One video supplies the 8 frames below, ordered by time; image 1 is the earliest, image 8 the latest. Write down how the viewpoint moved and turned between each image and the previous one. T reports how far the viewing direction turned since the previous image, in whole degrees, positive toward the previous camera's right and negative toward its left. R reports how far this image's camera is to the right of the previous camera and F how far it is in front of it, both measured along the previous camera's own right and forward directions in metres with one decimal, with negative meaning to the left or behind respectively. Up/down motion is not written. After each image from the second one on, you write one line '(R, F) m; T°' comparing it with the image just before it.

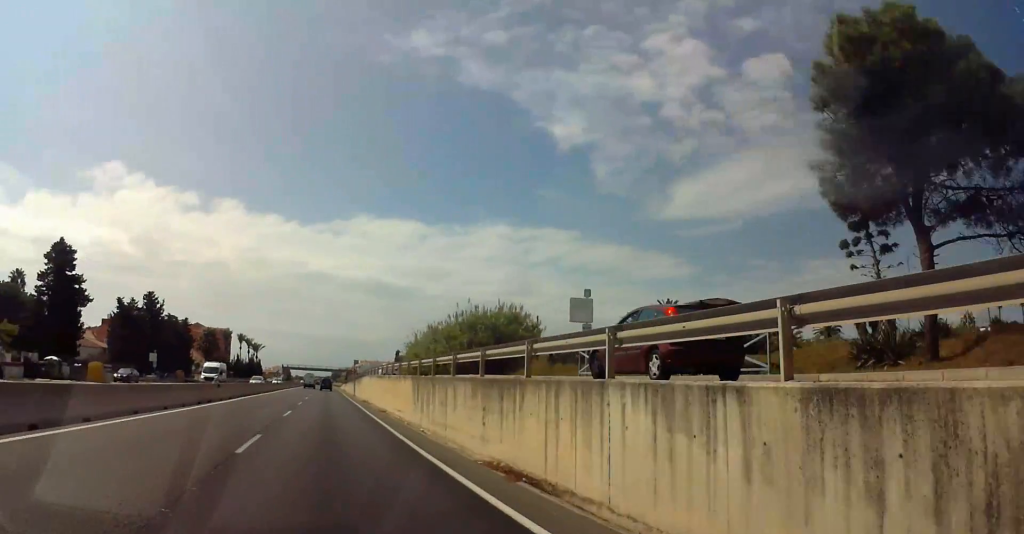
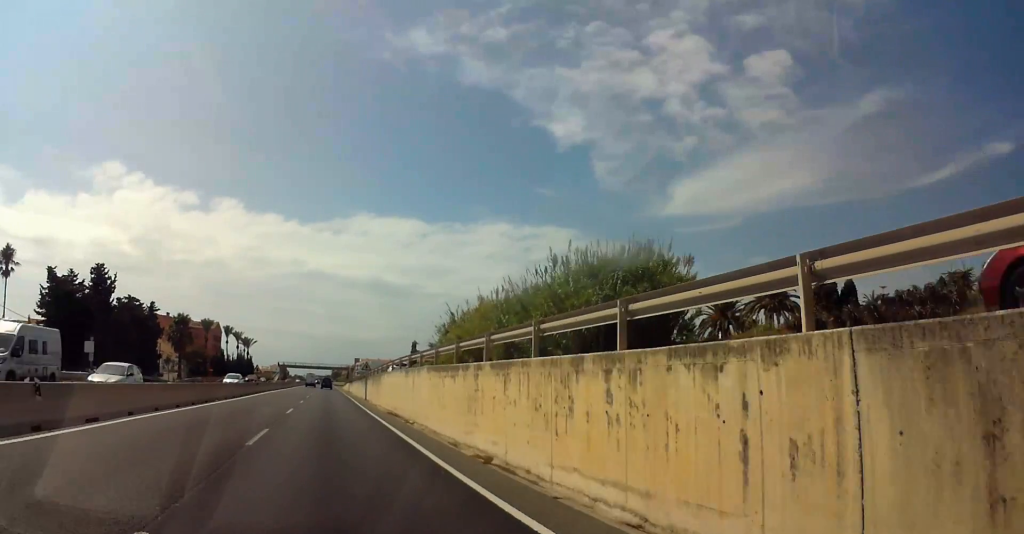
(0.0, +24.4) m; 0°
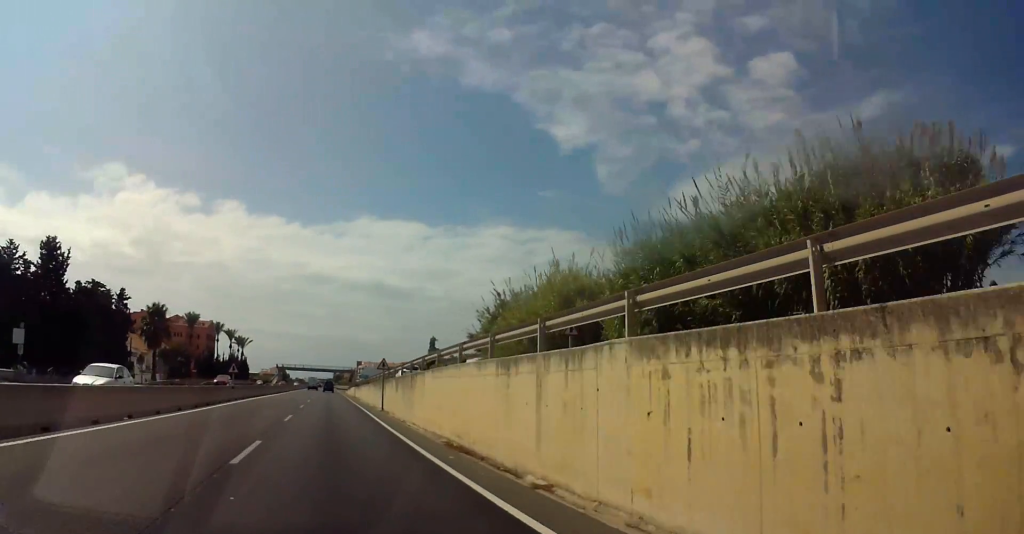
(0.0, +15.4) m; 0°
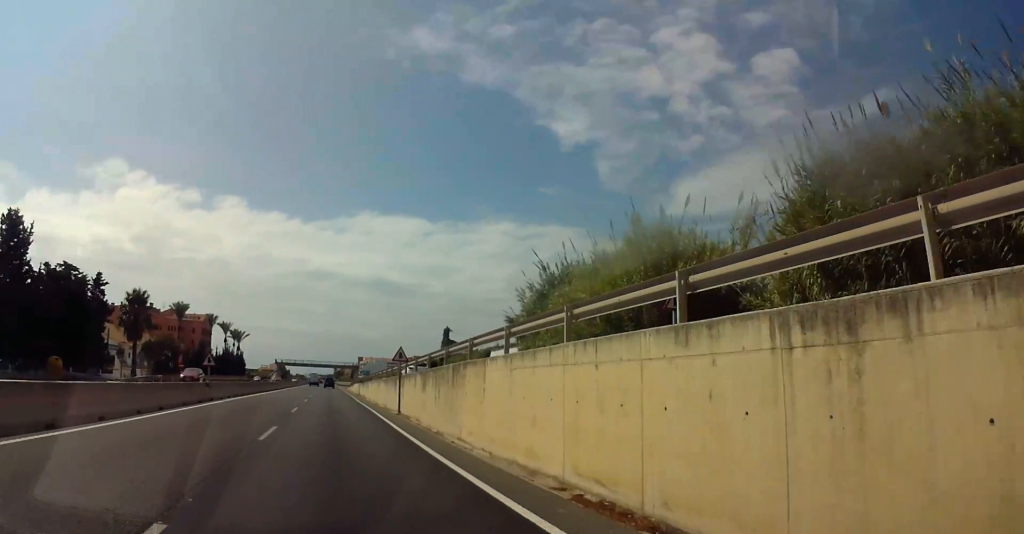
(0.0, +10.6) m; 0°
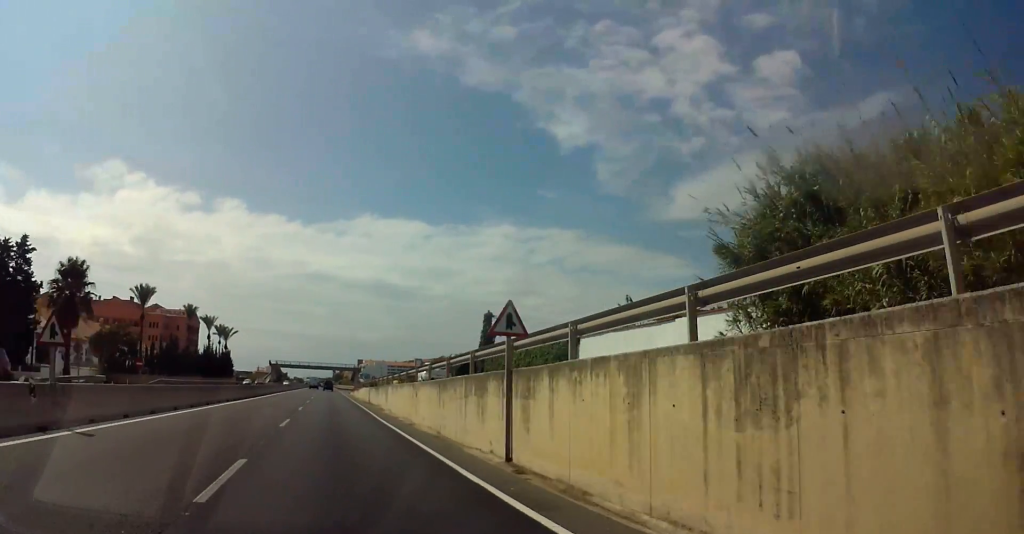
(0.0, +19.6) m; 0°
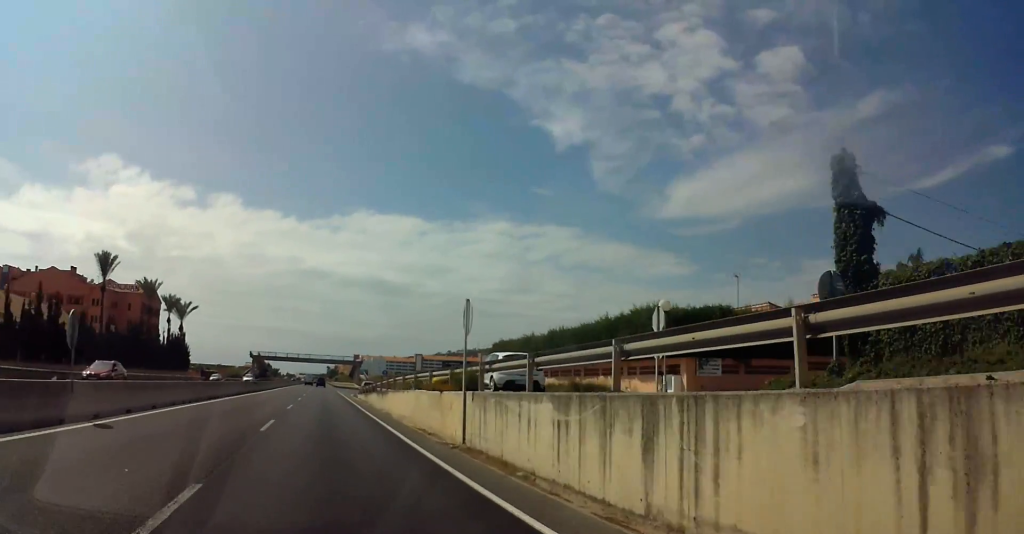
(-0.5, +42.6) m; -1°
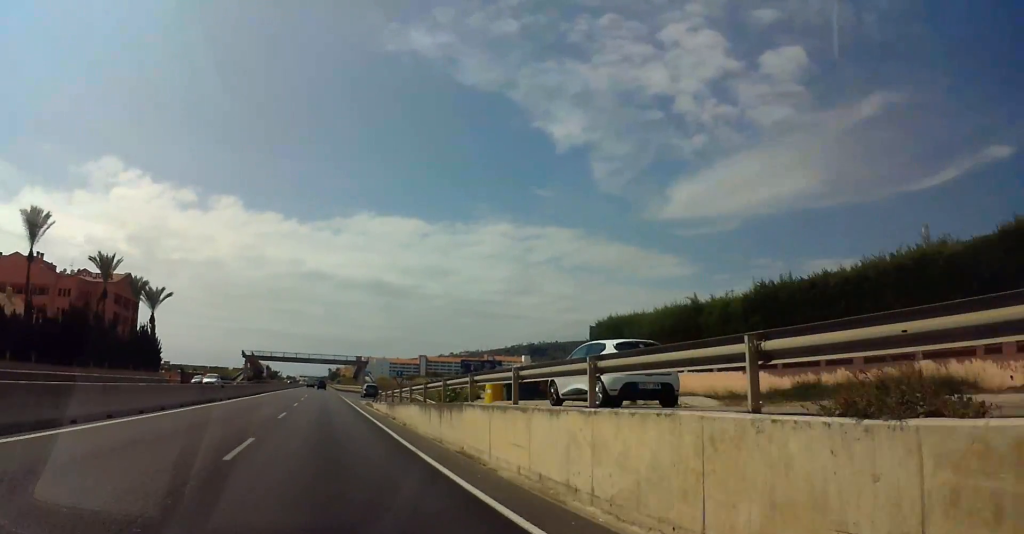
(0.0, +19.0) m; 0°
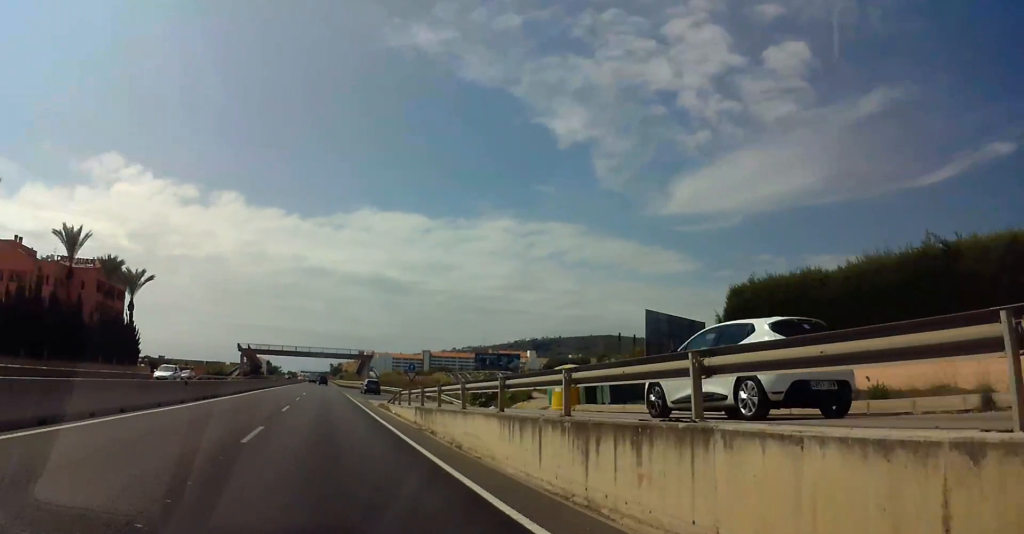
(0.0, +11.6) m; 0°
